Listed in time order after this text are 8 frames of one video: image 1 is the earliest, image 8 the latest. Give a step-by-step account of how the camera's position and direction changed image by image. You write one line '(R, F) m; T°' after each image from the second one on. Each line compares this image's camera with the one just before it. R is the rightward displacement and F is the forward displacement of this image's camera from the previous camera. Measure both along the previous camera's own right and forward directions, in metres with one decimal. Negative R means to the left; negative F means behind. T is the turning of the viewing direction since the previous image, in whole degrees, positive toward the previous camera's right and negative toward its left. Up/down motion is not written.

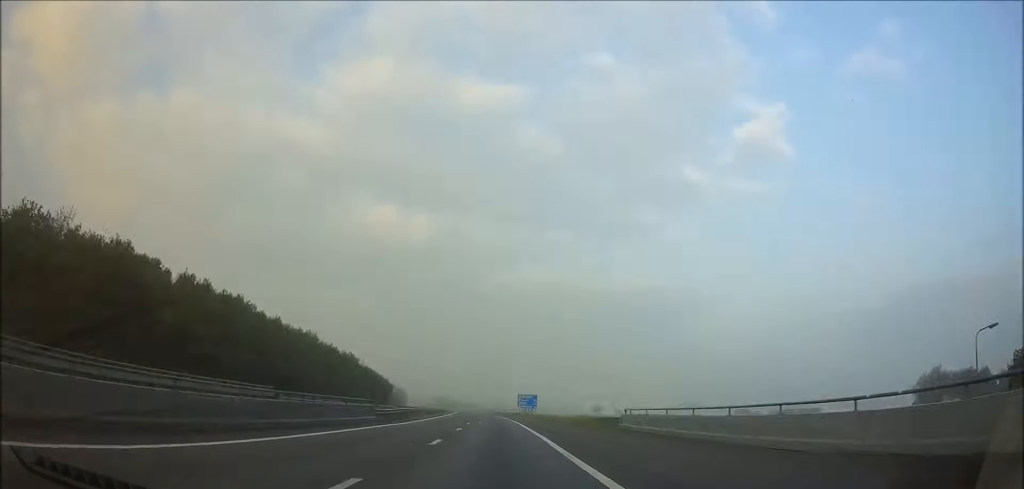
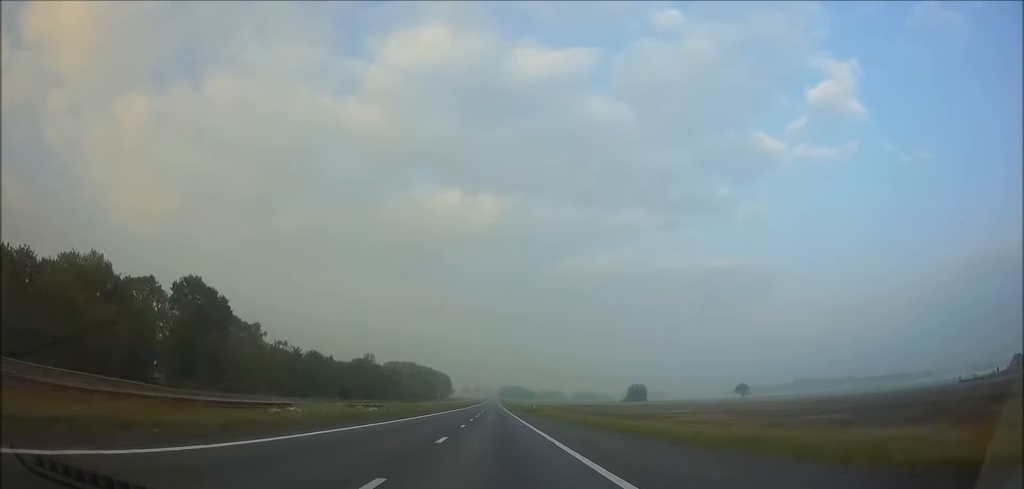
(-17.4, +286.8) m; -5°
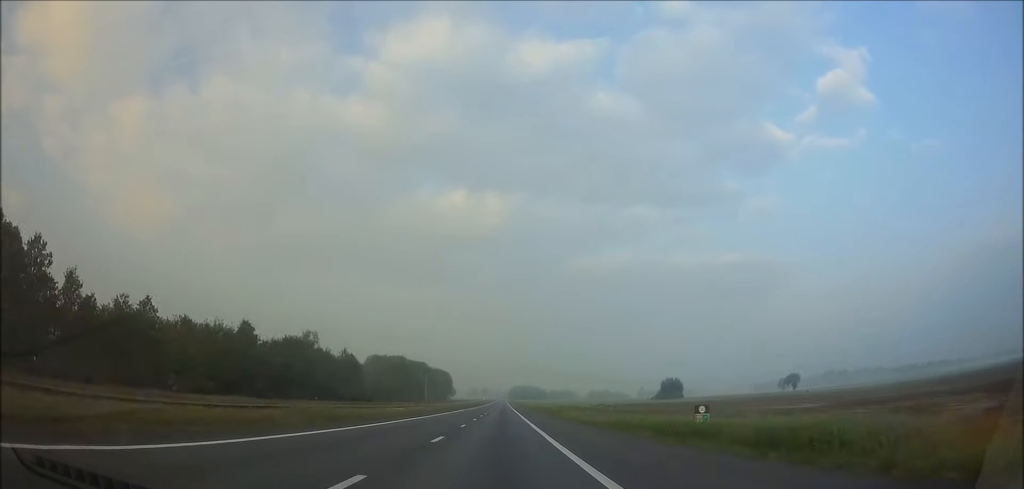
(-0.6, +84.2) m; 0°
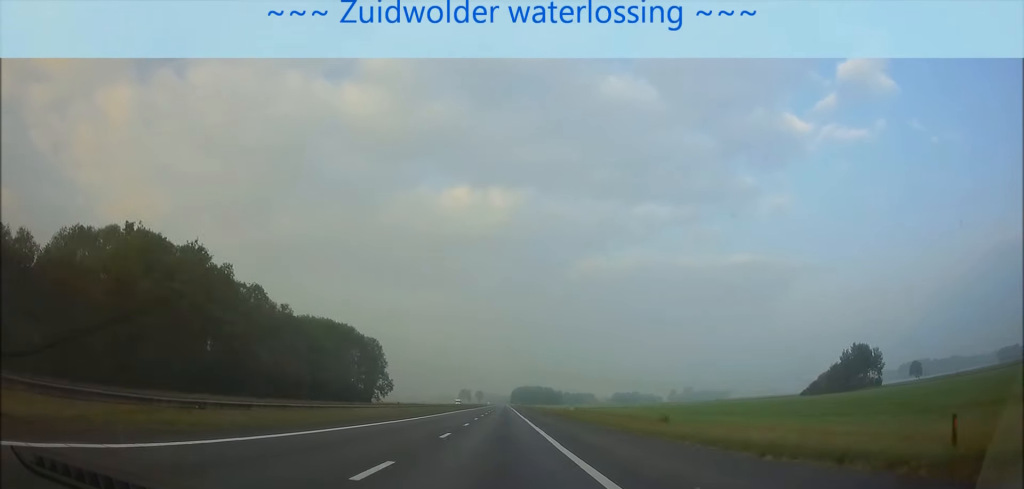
(-0.1, +261.2) m; 0°
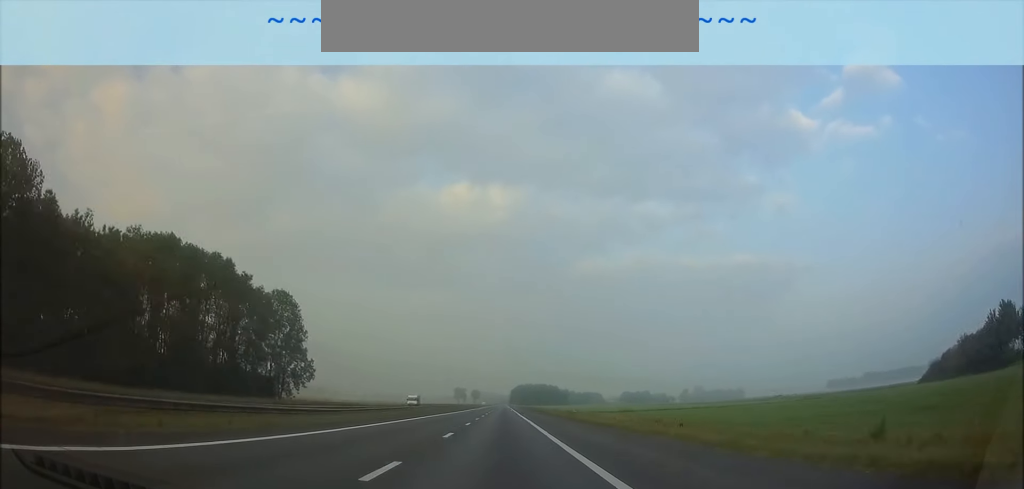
(+0.1, +83.6) m; 0°
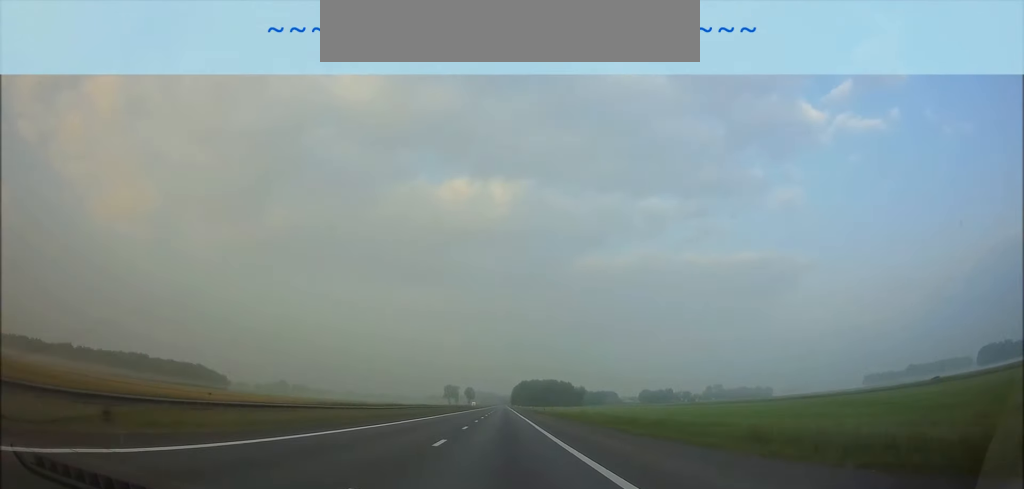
(+0.1, +123.0) m; 0°
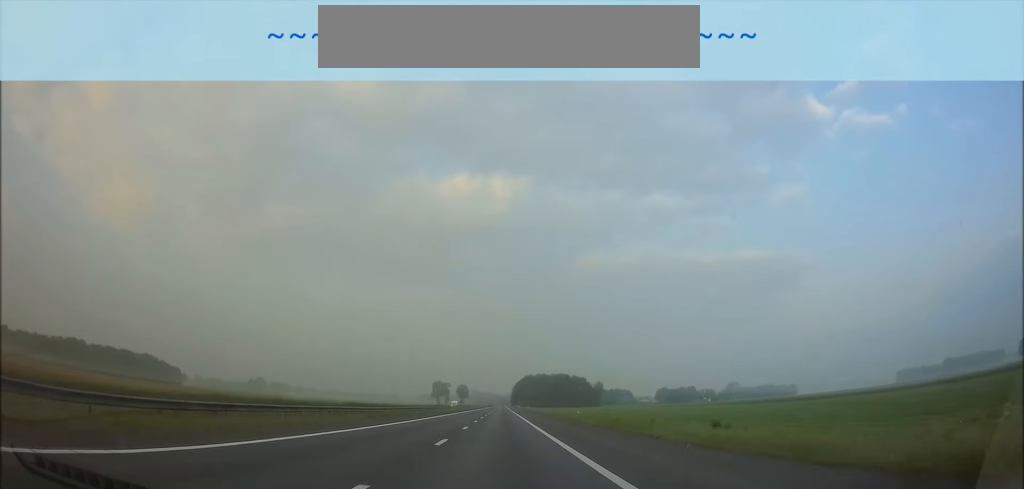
(+0.2, +93.5) m; 0°
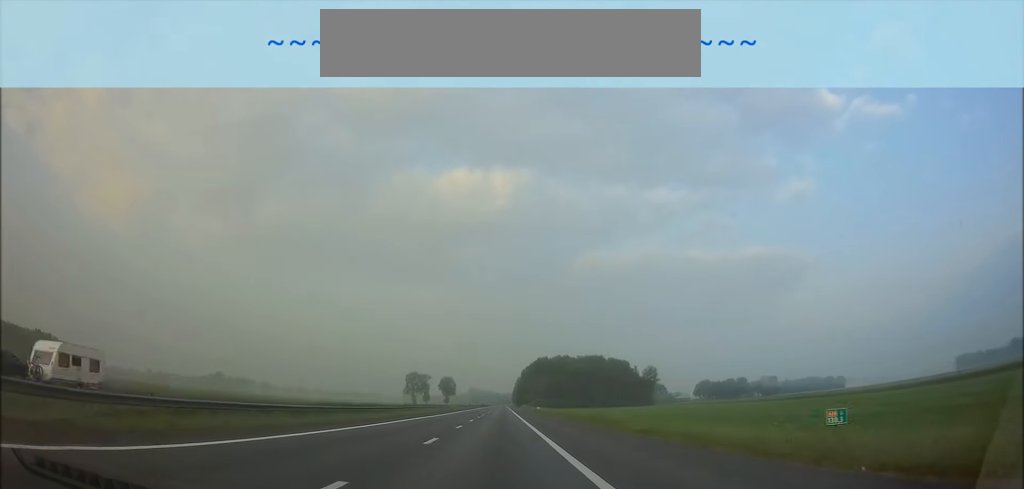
(-0.1, +142.9) m; 0°
